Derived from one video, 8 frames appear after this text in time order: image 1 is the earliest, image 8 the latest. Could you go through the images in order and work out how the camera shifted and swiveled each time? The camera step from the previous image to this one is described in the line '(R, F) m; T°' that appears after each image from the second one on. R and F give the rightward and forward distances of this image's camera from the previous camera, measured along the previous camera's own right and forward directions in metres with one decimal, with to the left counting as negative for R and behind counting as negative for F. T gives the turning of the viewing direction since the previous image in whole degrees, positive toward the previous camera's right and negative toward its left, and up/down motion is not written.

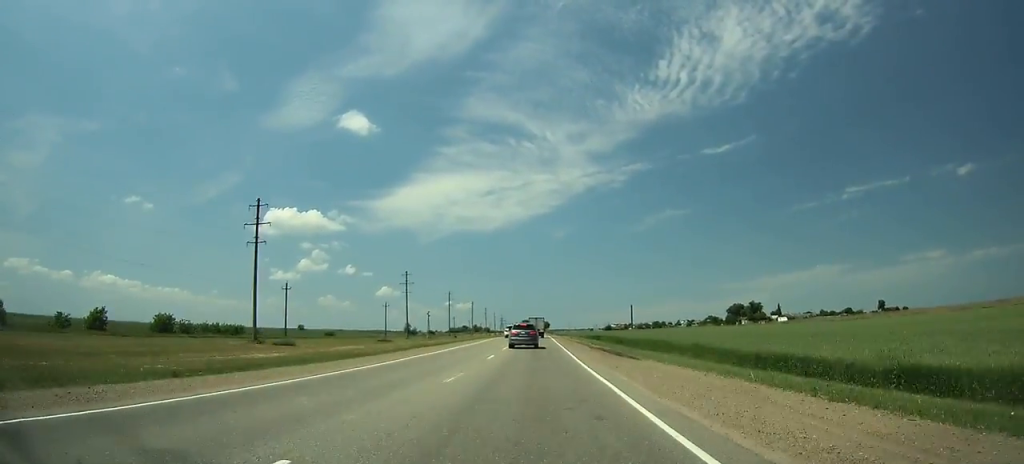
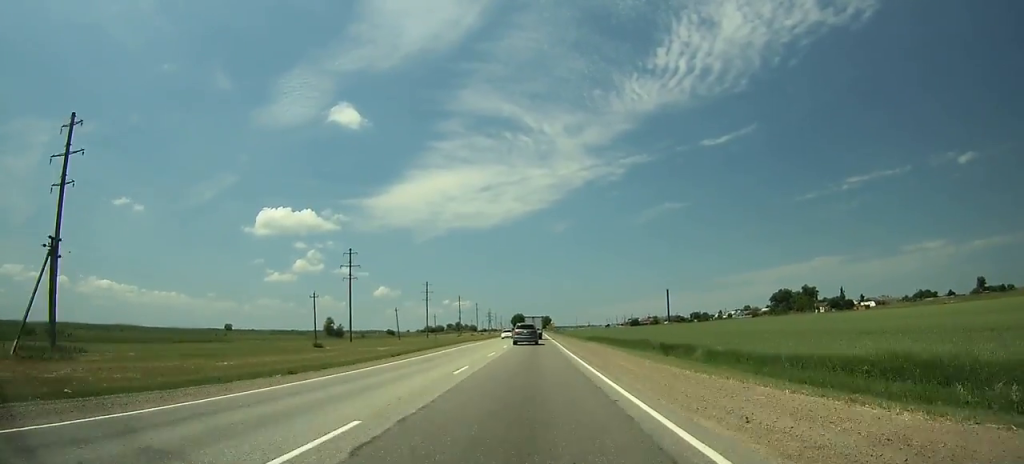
(+0.2, +154.1) m; 0°
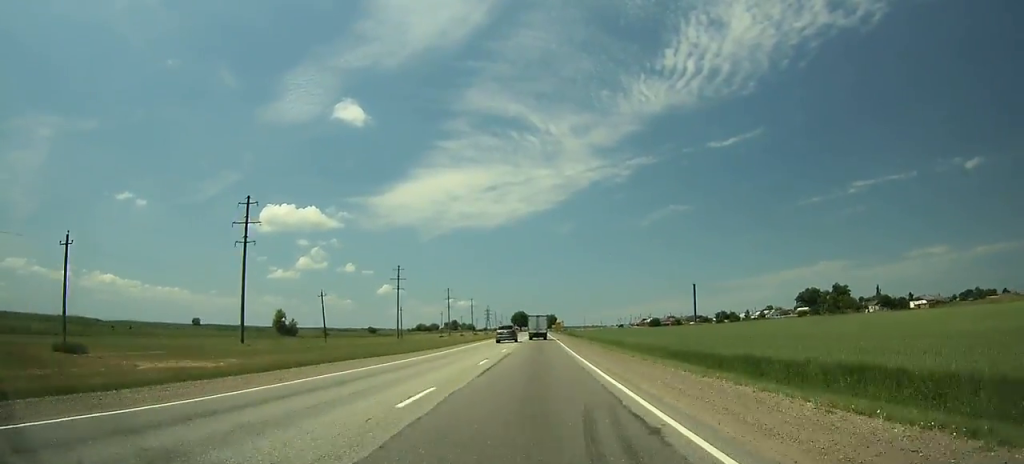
(-0.1, +54.4) m; 0°
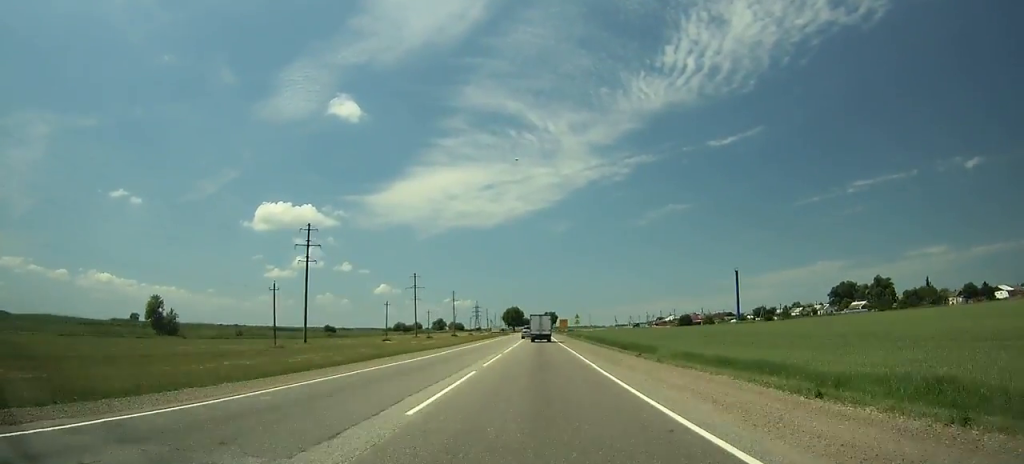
(-0.2, +71.5) m; 0°
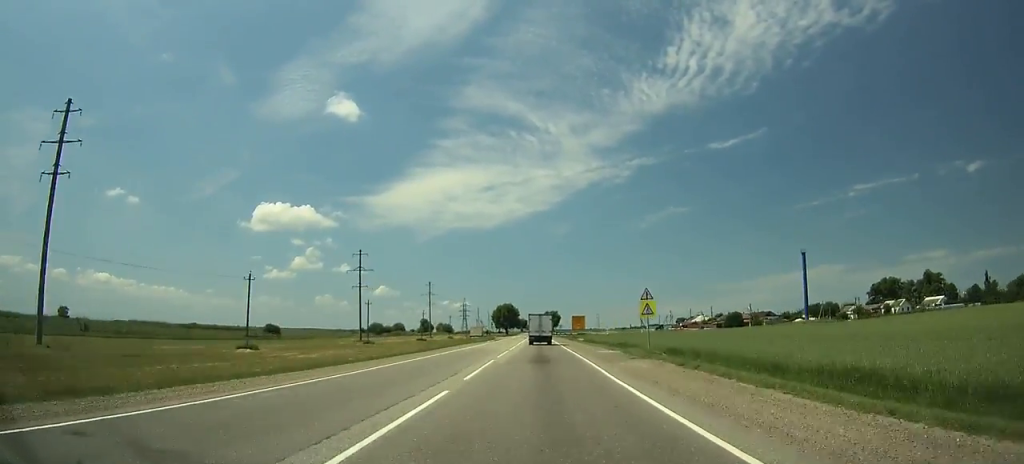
(+0.1, +66.1) m; 0°
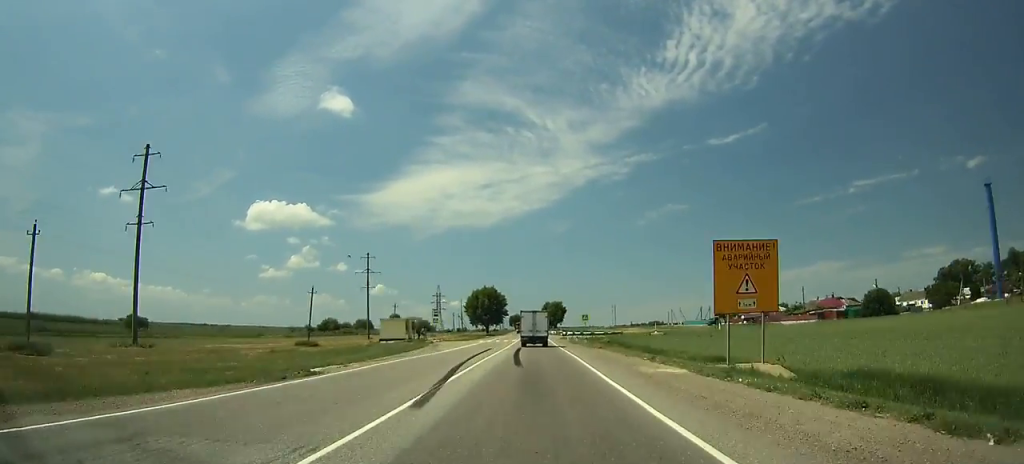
(+0.3, +84.9) m; 0°
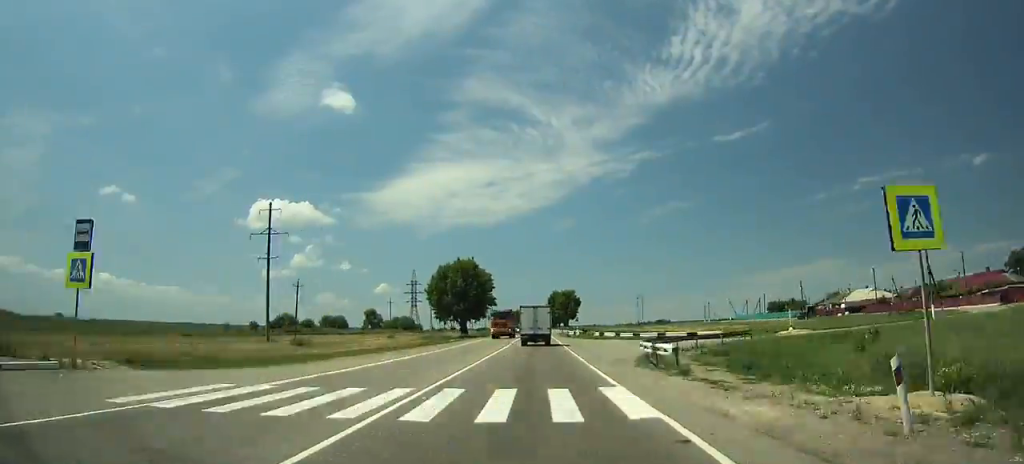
(0.0, +62.4) m; 0°
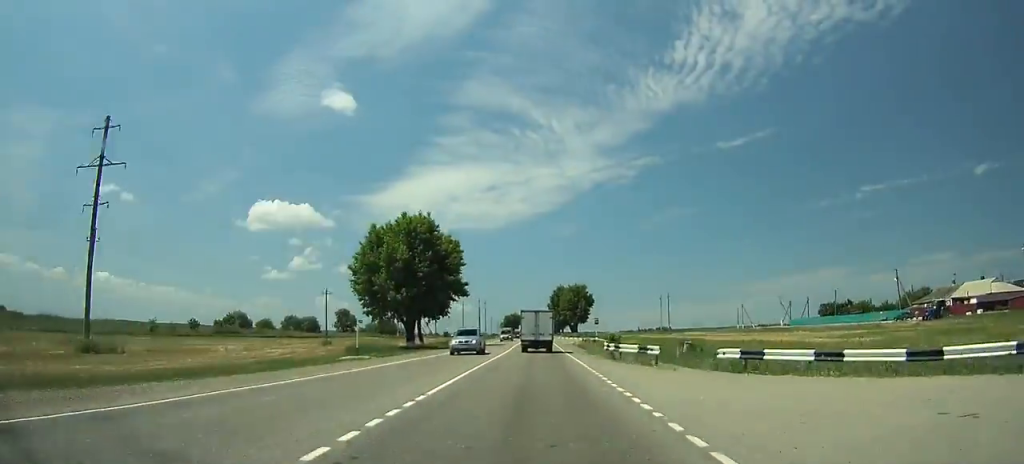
(0.0, +43.0) m; 0°
